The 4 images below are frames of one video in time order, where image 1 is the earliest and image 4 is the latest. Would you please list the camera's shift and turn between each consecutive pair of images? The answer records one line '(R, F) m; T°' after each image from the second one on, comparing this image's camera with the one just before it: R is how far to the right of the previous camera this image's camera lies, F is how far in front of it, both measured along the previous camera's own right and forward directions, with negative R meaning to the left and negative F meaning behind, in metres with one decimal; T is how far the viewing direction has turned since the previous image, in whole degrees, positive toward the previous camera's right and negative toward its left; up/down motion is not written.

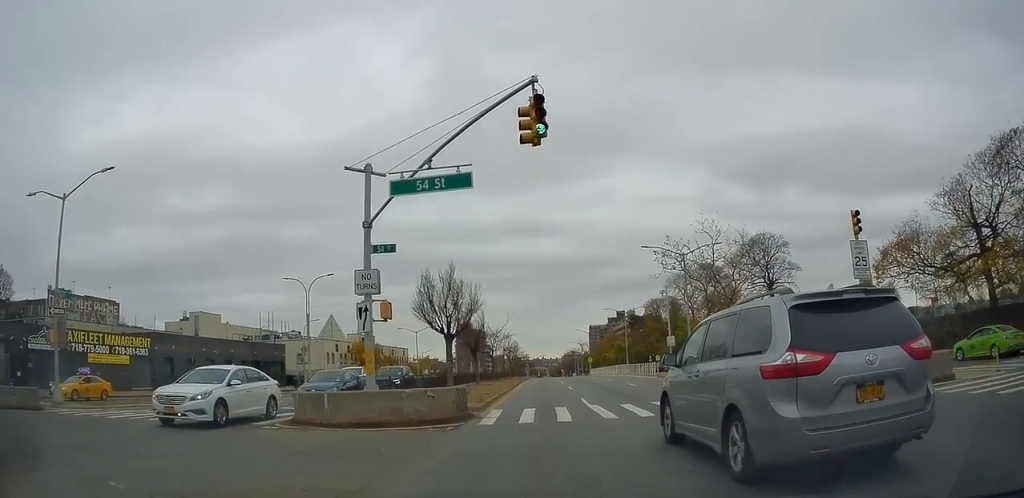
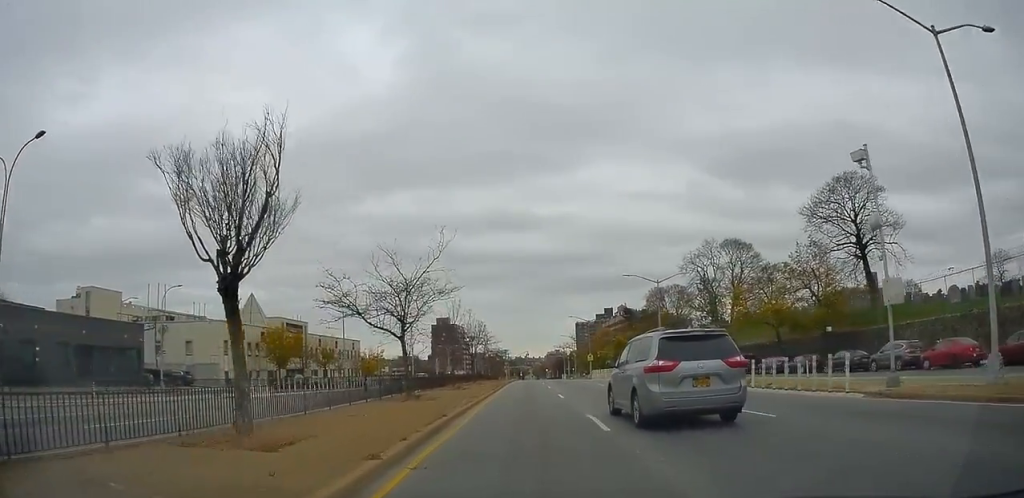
(-1.6, +32.2) m; -5°
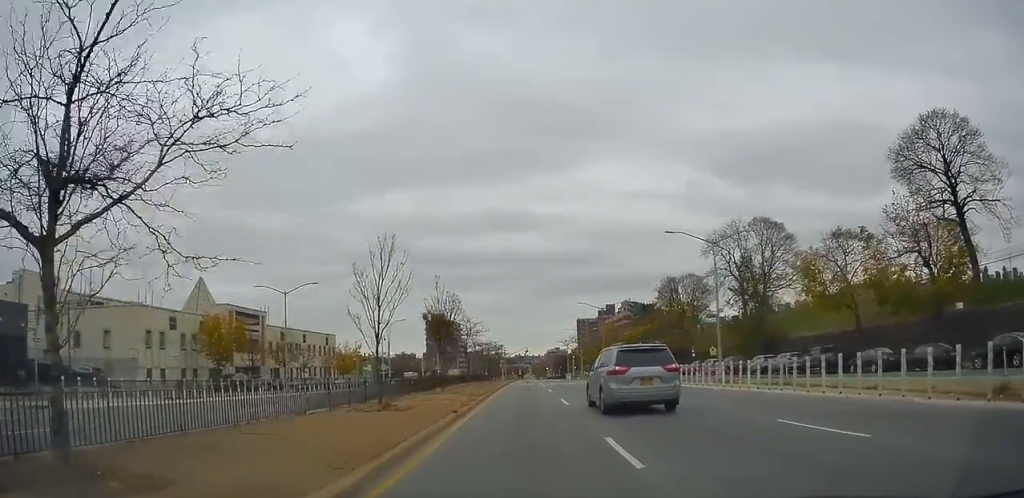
(+0.6, +16.7) m; +3°
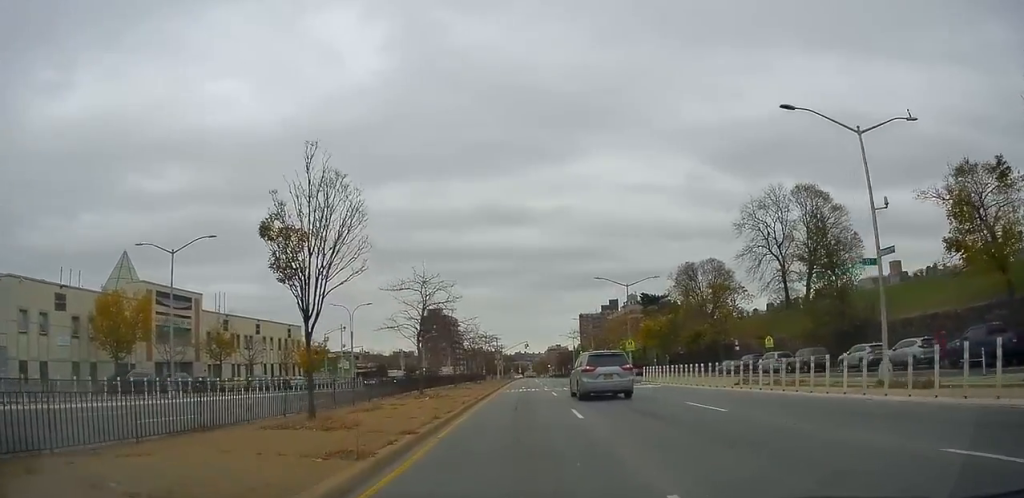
(-0.7, +17.8) m; -2°
